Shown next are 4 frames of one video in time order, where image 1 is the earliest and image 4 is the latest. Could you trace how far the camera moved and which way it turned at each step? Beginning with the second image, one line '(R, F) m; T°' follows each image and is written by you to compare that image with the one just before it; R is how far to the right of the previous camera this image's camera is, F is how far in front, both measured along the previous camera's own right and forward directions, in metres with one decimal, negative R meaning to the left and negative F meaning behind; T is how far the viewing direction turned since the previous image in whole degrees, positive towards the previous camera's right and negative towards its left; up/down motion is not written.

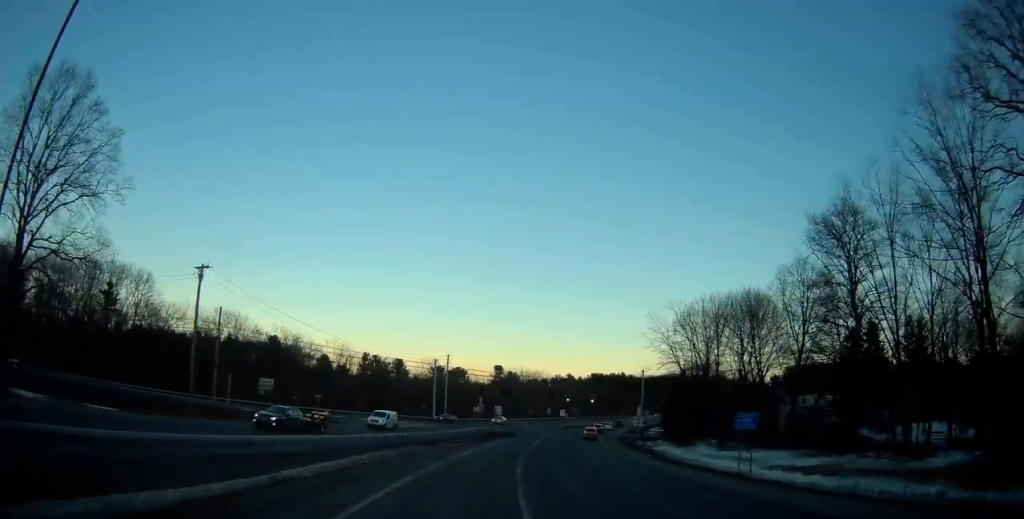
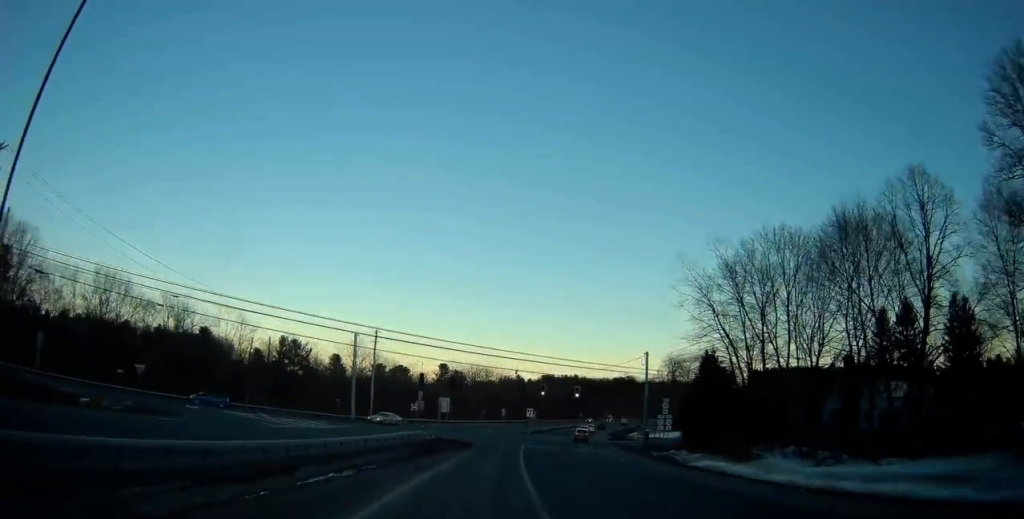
(+1.4, +30.1) m; +5°
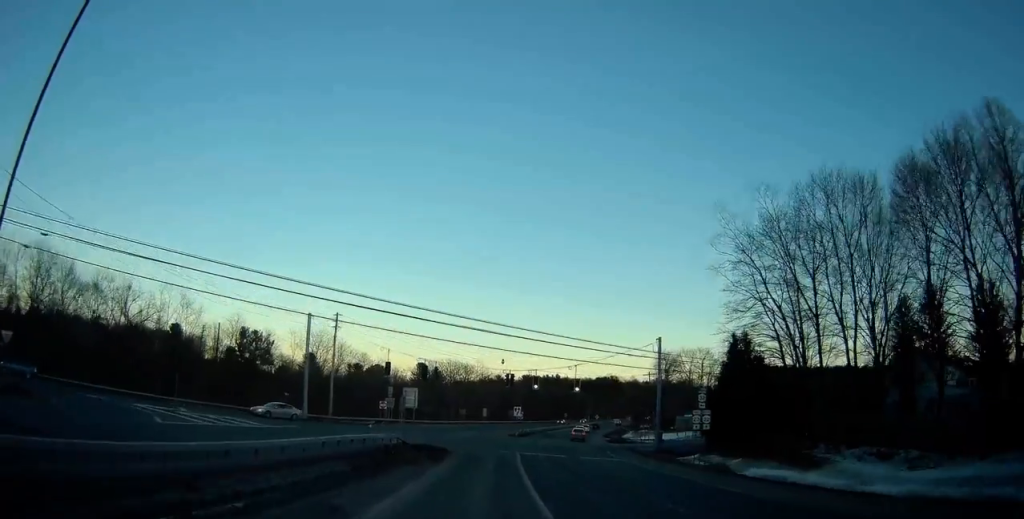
(+0.1, +12.5) m; +2°
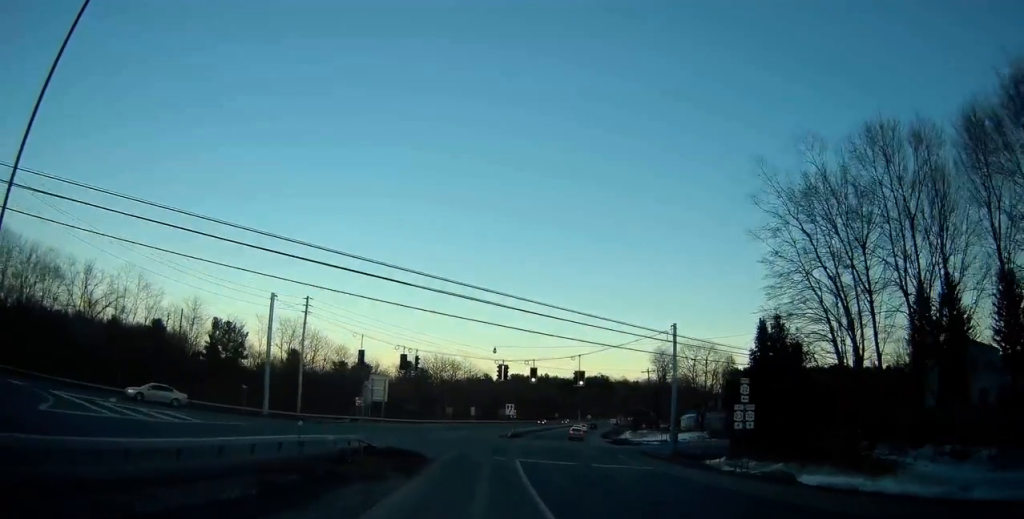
(+0.2, +8.4) m; +2°
